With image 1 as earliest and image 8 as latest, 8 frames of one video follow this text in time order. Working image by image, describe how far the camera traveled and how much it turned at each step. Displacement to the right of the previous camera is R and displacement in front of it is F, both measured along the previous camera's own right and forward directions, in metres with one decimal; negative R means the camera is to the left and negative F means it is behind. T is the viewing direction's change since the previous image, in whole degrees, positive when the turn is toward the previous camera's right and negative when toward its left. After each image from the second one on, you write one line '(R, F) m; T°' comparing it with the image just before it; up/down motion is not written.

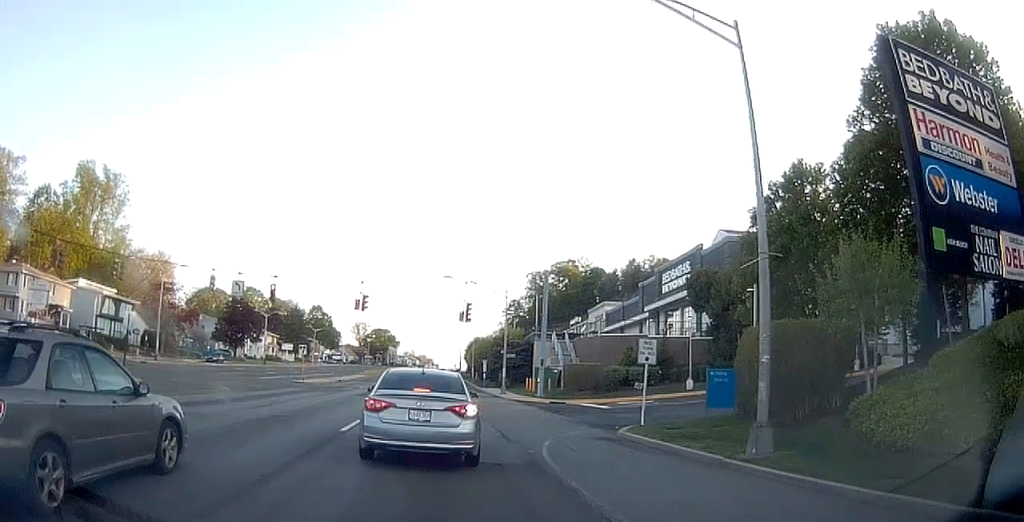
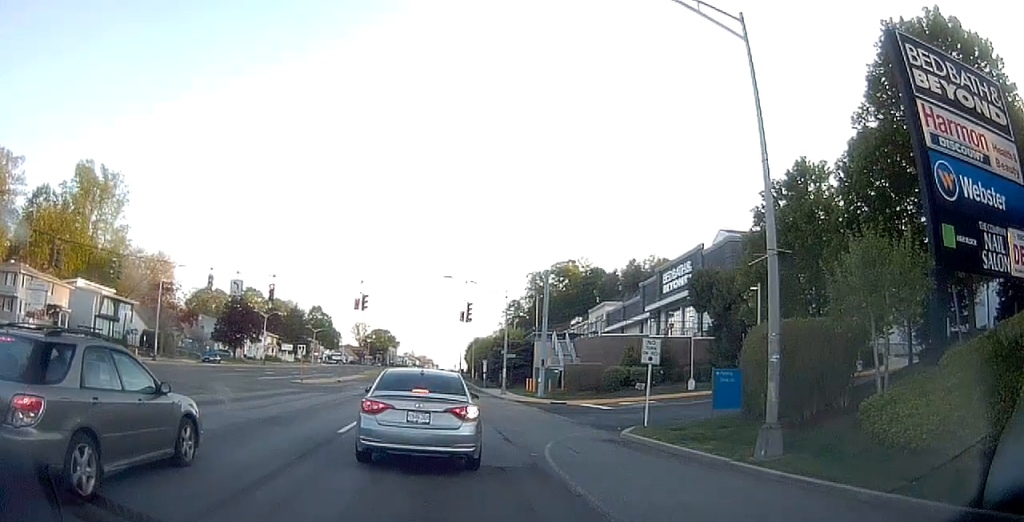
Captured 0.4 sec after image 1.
(0.0, +0.2) m; 0°
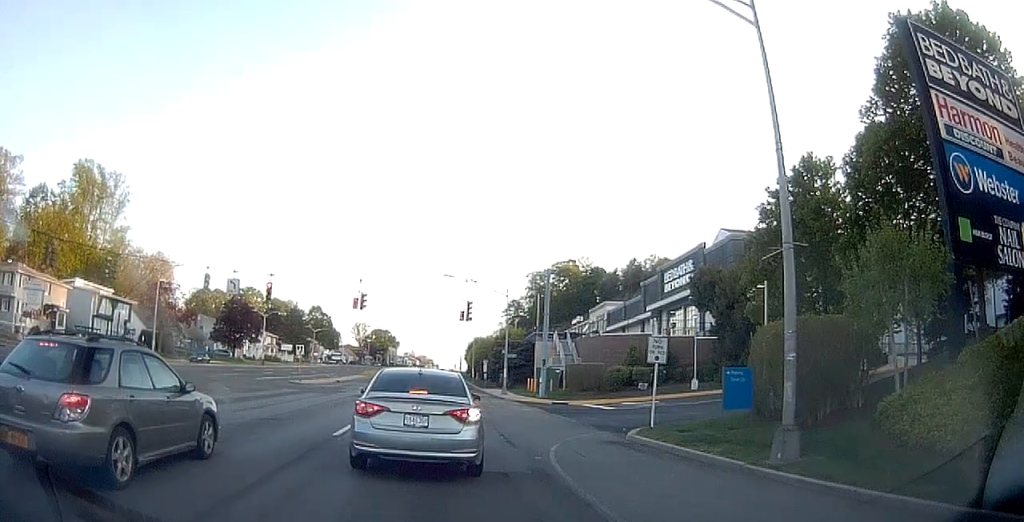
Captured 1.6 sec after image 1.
(0.0, +0.1) m; 0°
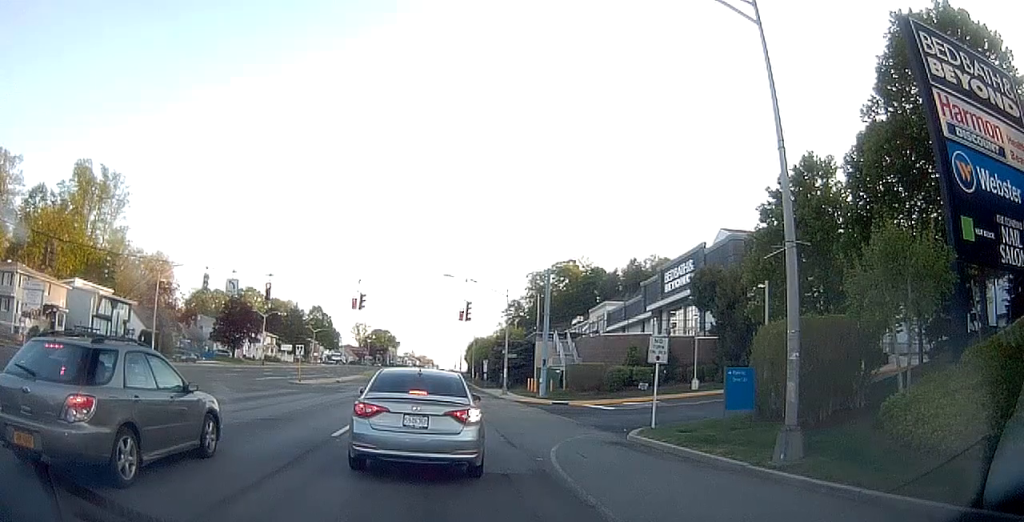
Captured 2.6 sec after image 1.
(0.0, -0.2) m; 0°
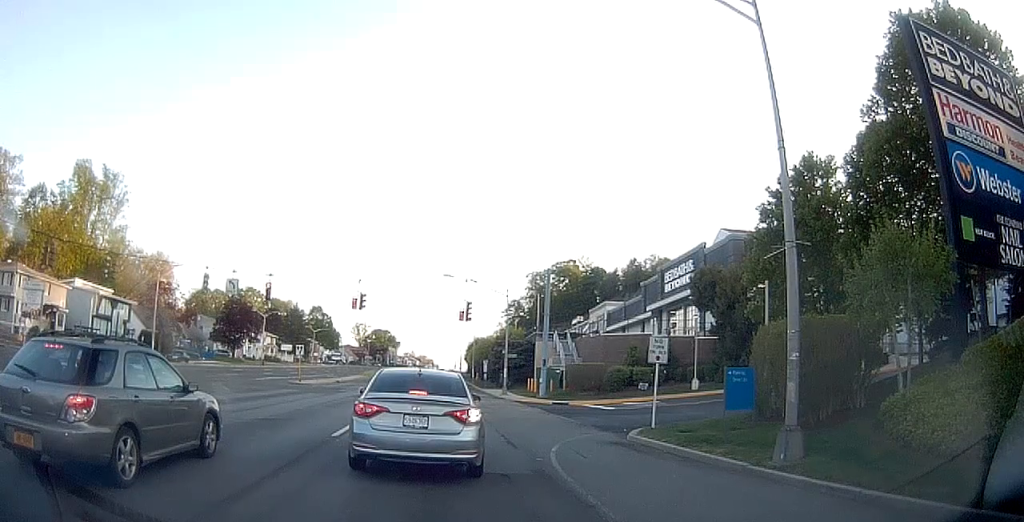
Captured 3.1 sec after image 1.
(0.0, 0.0) m; 0°
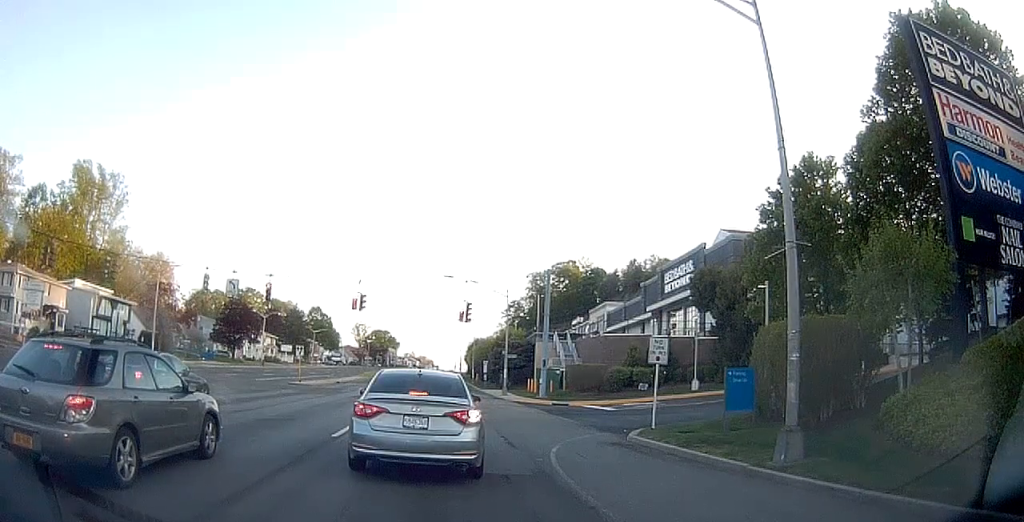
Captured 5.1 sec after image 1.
(+0.2, +0.4) m; 0°
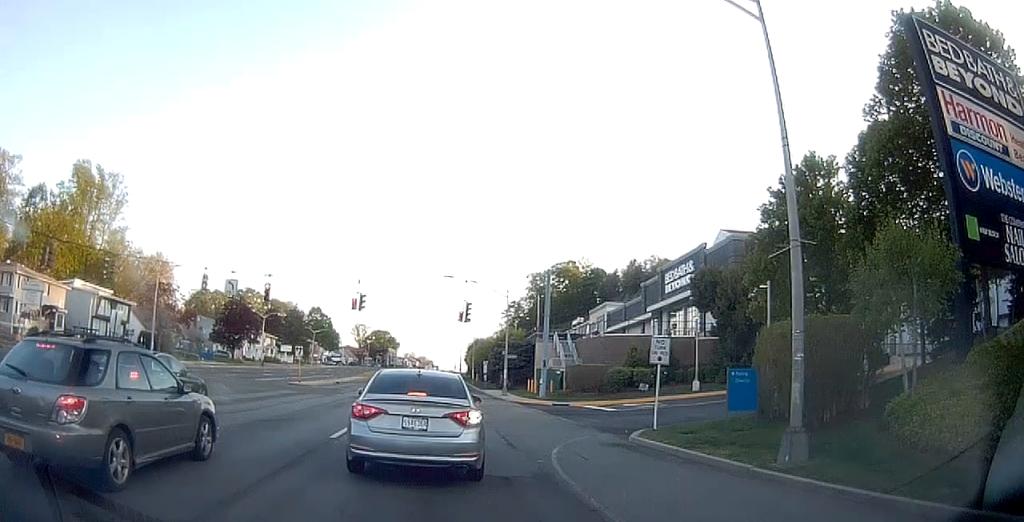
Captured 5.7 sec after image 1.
(+0.2, +0.1) m; 0°
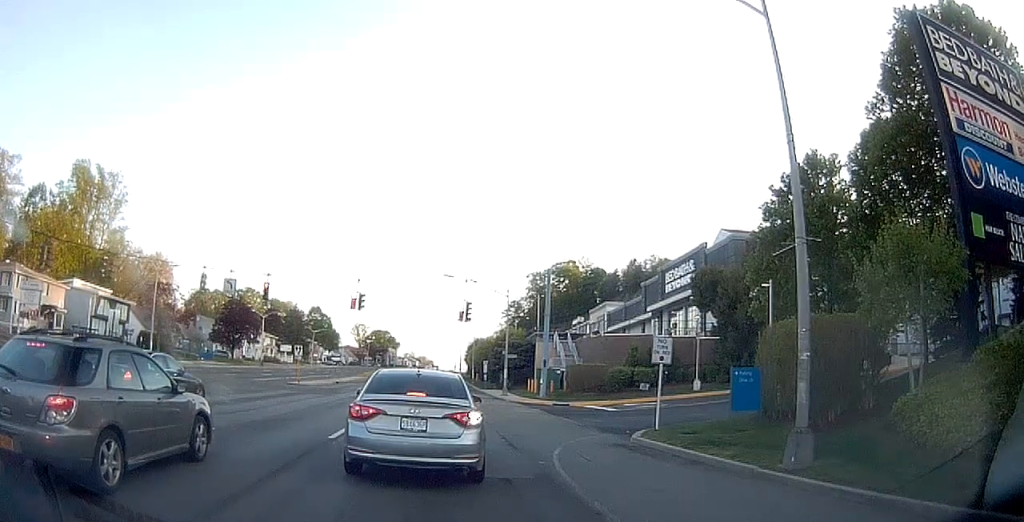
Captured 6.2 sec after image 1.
(+0.1, +0.1) m; 0°
